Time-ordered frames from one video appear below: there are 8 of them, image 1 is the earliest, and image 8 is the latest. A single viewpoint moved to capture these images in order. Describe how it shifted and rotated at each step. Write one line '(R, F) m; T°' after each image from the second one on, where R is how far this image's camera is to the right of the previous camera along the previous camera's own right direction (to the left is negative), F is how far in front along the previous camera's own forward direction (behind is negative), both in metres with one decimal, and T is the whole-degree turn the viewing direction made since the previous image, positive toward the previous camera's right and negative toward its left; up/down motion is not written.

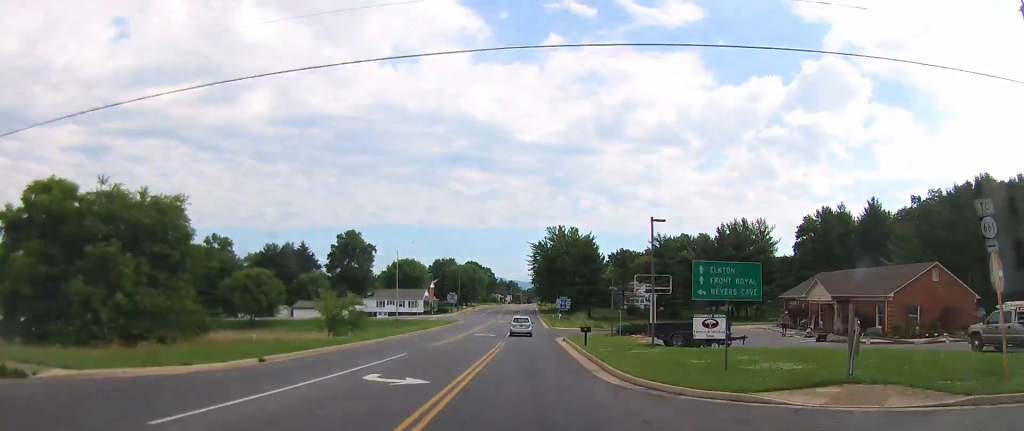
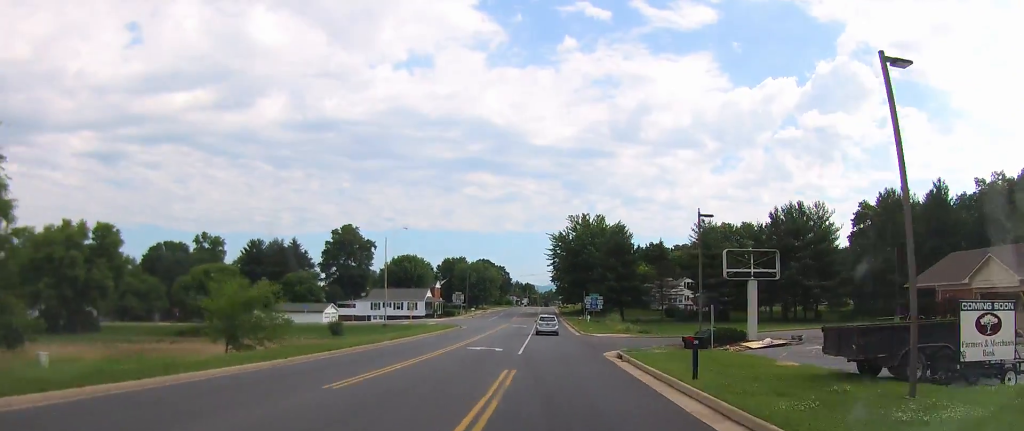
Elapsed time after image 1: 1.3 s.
(+0.7, +22.0) m; +1°
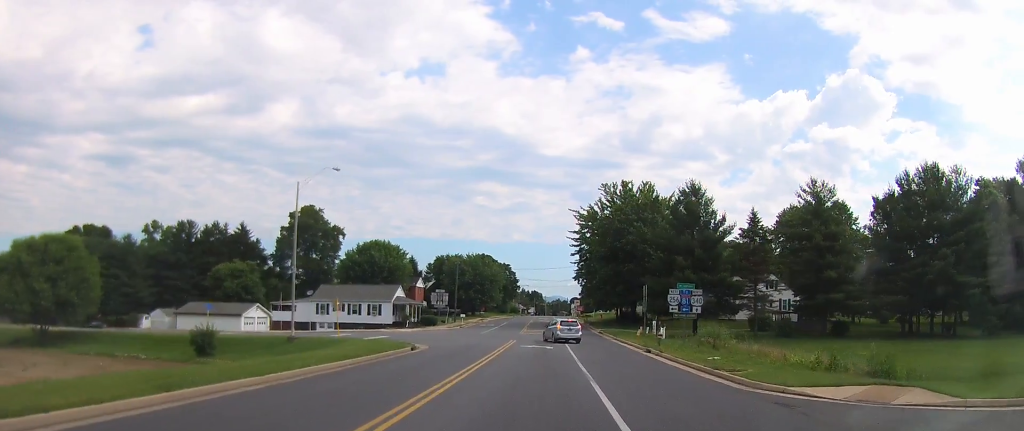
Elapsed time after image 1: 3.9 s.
(-1.8, +37.9) m; -3°
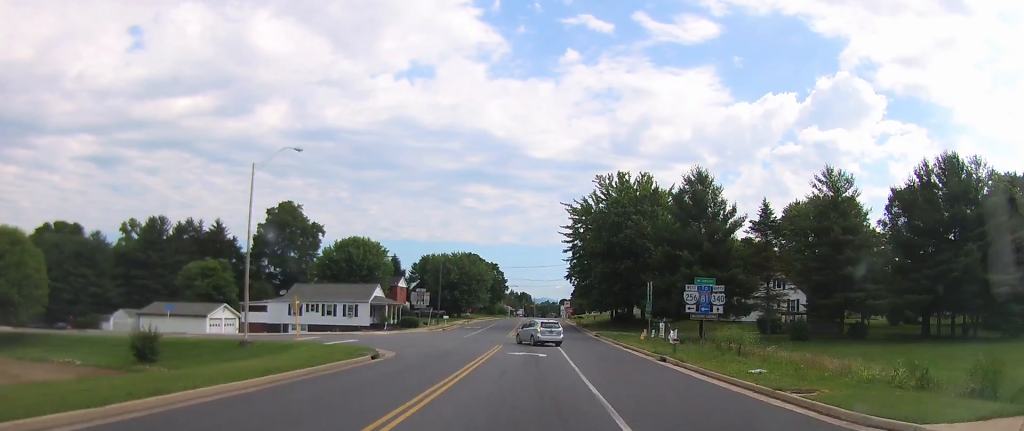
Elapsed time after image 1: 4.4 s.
(0.0, +6.6) m; 0°
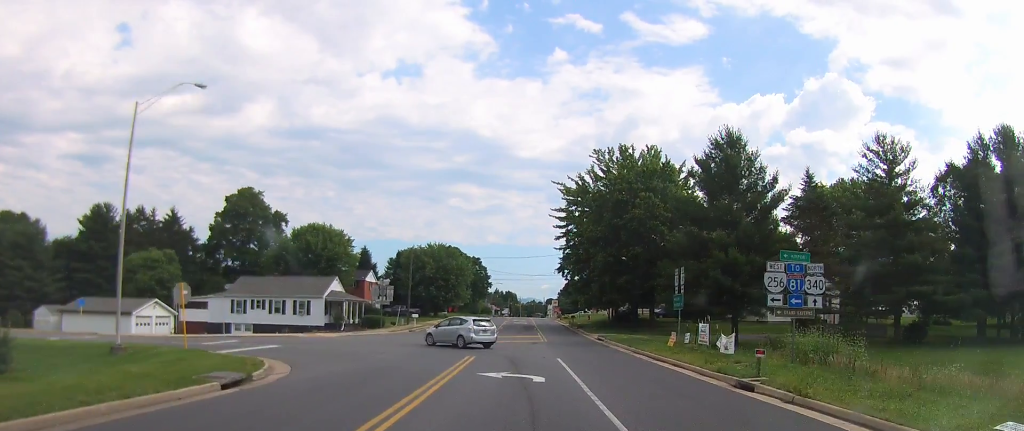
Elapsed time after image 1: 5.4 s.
(0.0, +13.8) m; -1°
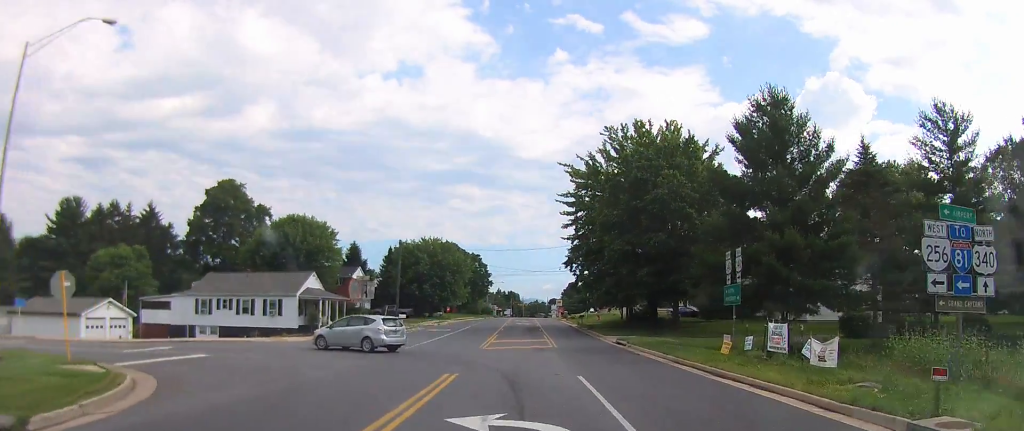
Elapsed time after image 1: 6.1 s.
(-0.1, +9.7) m; -1°
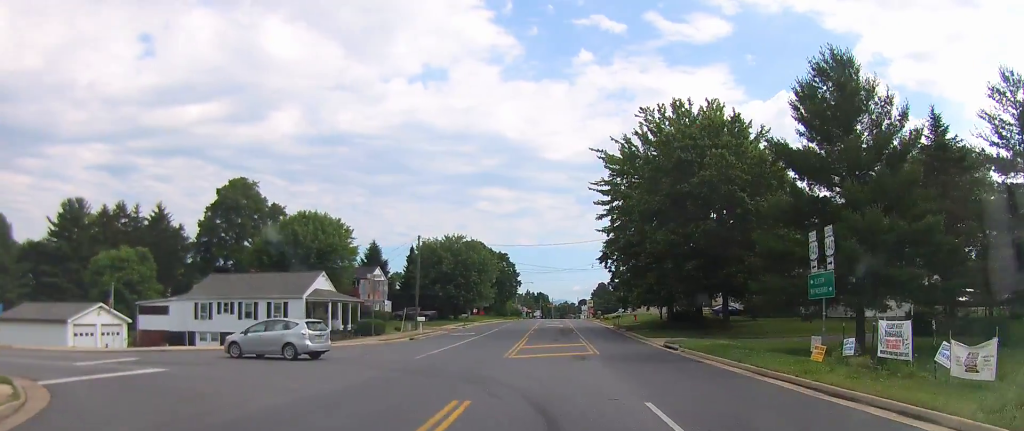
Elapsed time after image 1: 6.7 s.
(0.0, +6.7) m; 0°
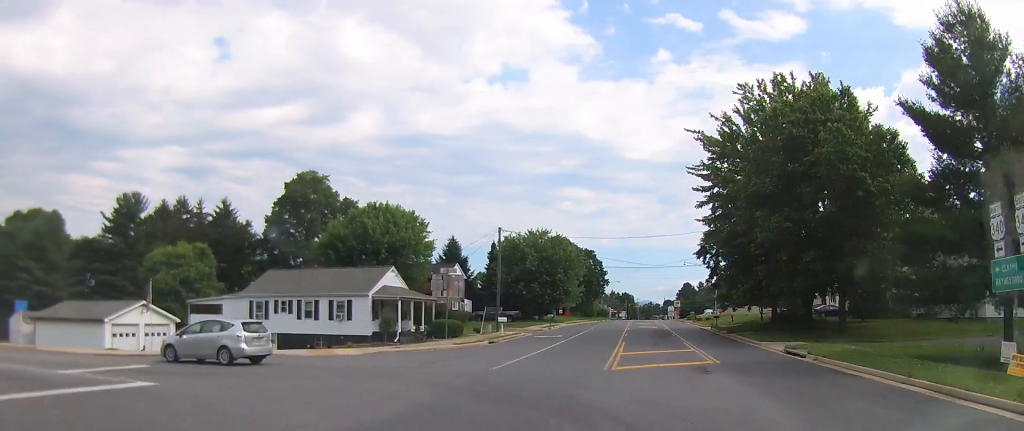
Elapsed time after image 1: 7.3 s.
(0.0, +7.0) m; 0°
